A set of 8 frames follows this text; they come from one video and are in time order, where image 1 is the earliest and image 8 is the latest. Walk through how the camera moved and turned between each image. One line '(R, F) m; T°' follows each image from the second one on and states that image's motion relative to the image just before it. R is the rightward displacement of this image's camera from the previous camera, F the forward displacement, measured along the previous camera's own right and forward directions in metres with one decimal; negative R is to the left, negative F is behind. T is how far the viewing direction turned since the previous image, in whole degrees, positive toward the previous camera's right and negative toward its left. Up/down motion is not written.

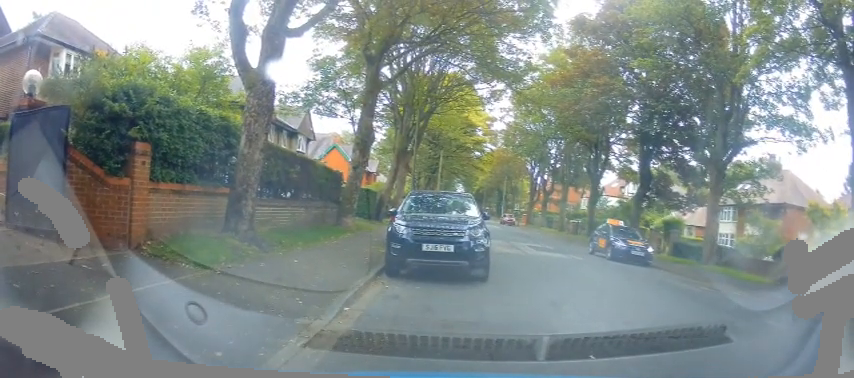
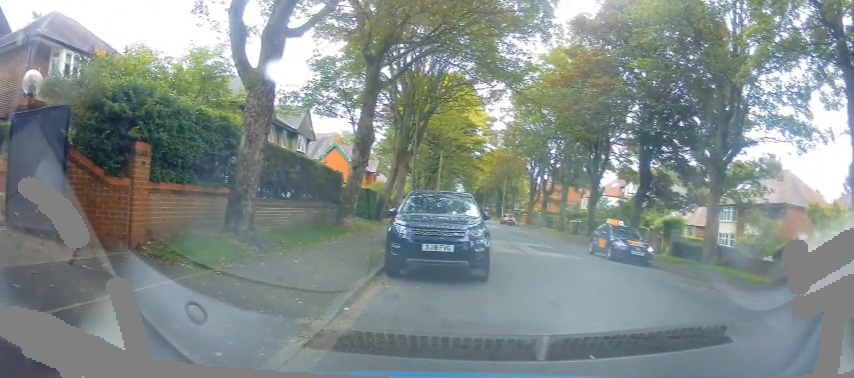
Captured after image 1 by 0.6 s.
(0.0, 0.0) m; 0°
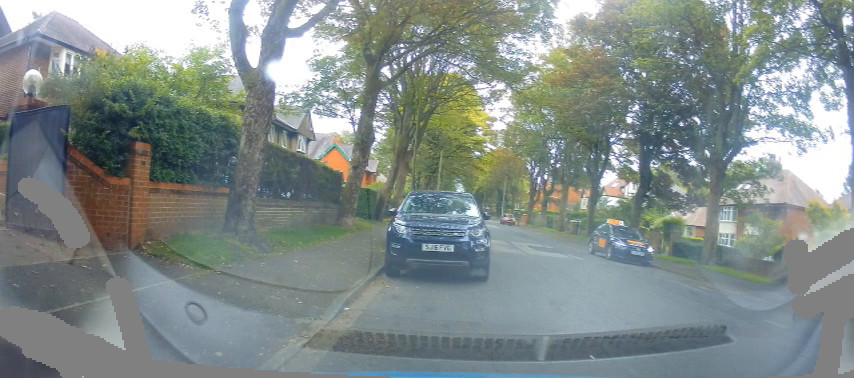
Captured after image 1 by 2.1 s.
(0.0, 0.0) m; 0°
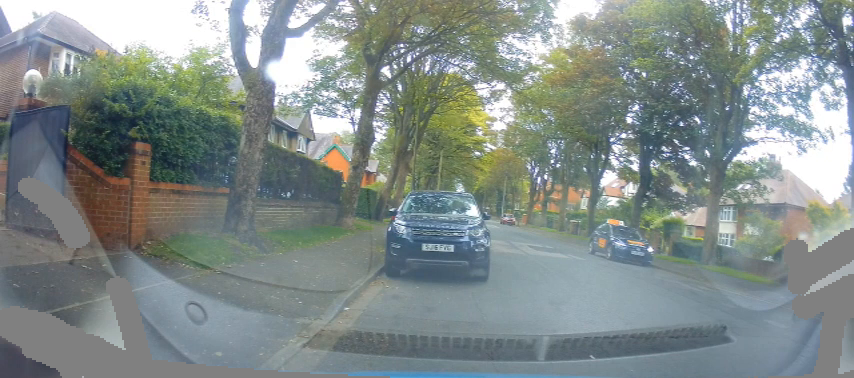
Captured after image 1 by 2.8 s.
(0.0, 0.0) m; 0°
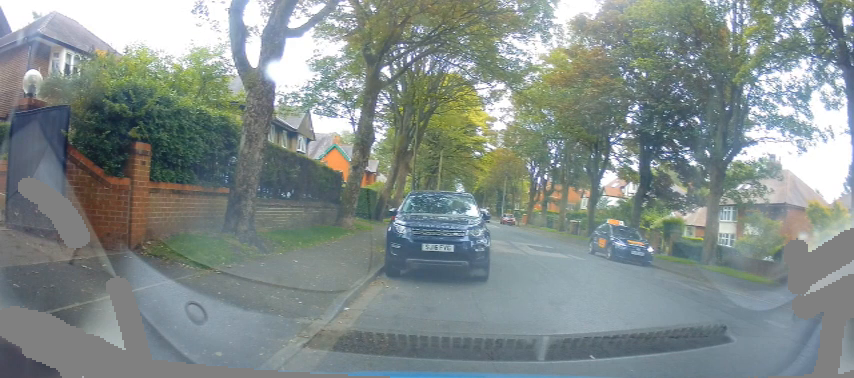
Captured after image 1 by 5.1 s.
(0.0, 0.0) m; 0°
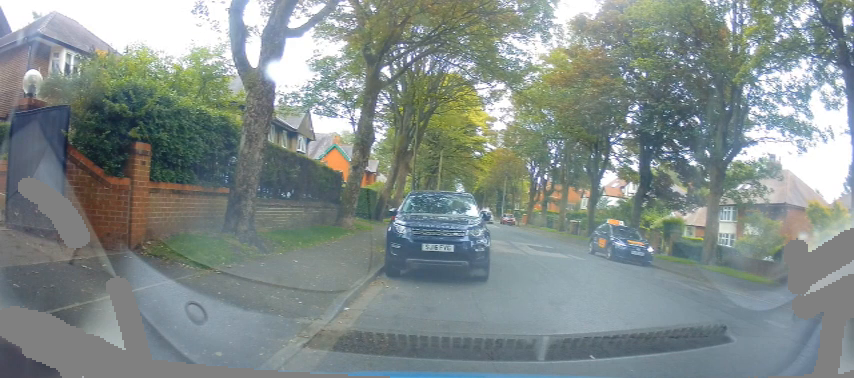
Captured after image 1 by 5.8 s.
(0.0, 0.0) m; 0°
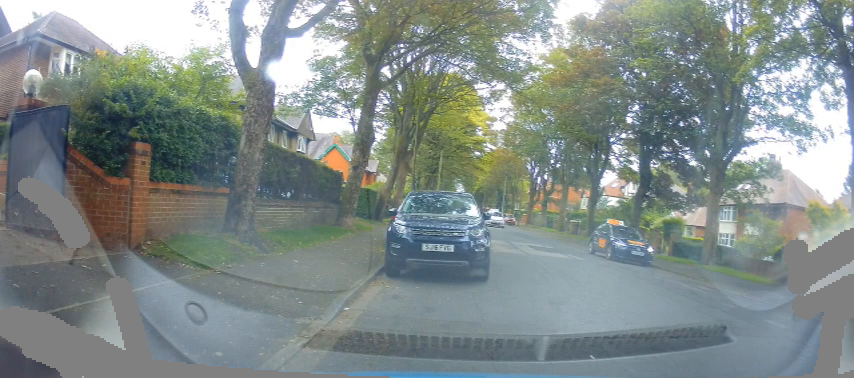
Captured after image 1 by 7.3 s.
(0.0, 0.0) m; 0°
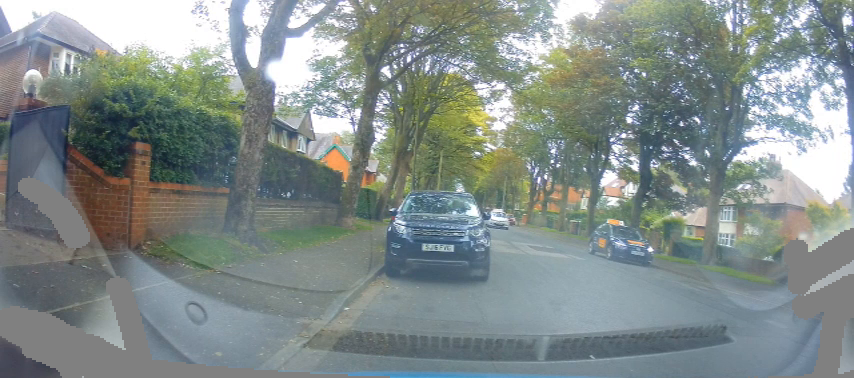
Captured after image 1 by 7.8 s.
(0.0, 0.0) m; 0°
